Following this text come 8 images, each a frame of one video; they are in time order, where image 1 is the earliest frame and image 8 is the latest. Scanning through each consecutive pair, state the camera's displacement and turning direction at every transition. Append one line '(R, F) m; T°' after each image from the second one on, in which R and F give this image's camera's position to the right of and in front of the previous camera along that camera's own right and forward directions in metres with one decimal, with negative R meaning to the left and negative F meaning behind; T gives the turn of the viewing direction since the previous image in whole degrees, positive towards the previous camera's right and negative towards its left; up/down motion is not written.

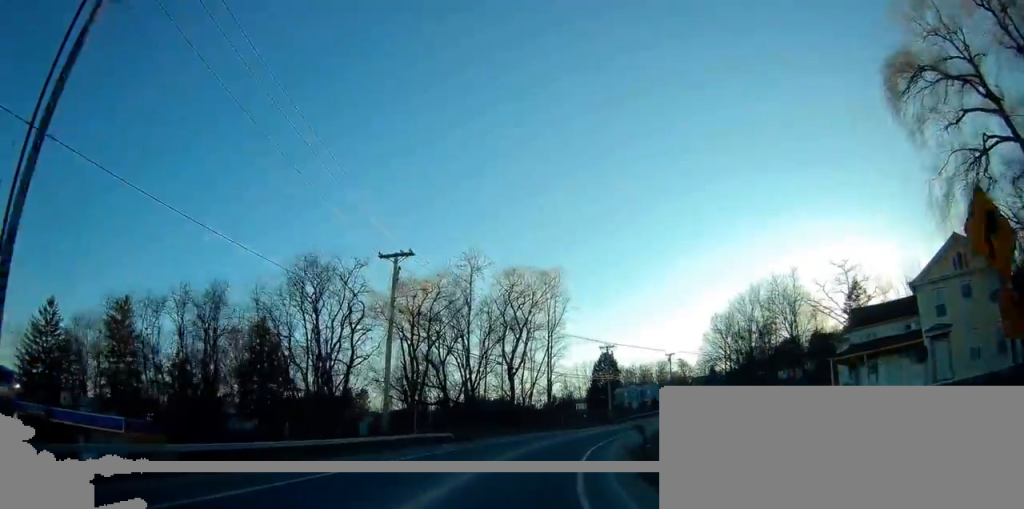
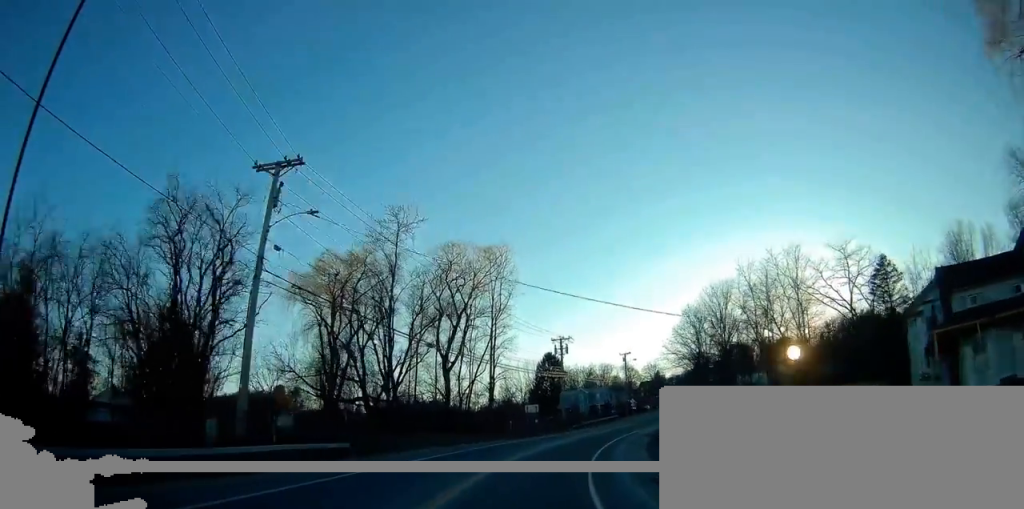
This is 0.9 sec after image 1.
(+0.5, +13.5) m; +6°
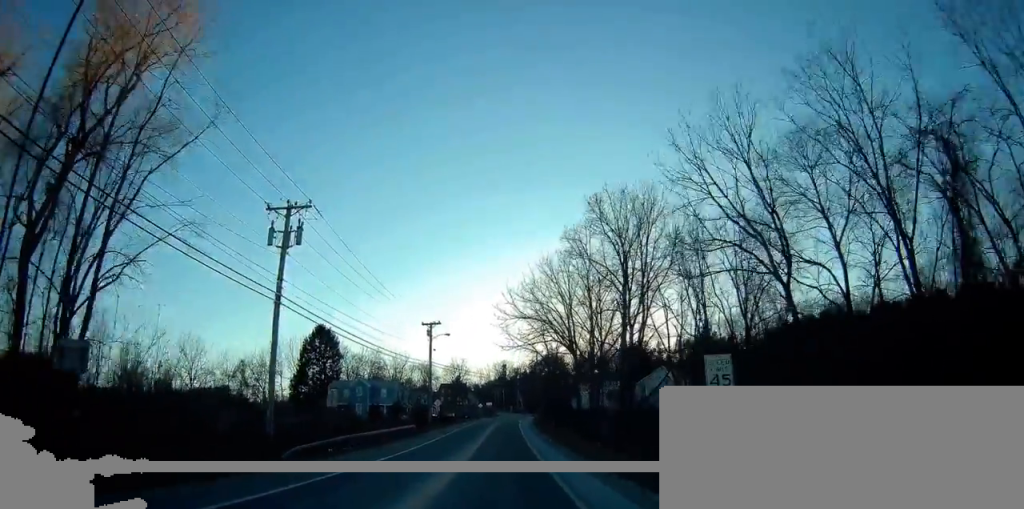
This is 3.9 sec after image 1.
(+7.2, +45.1) m; +18°
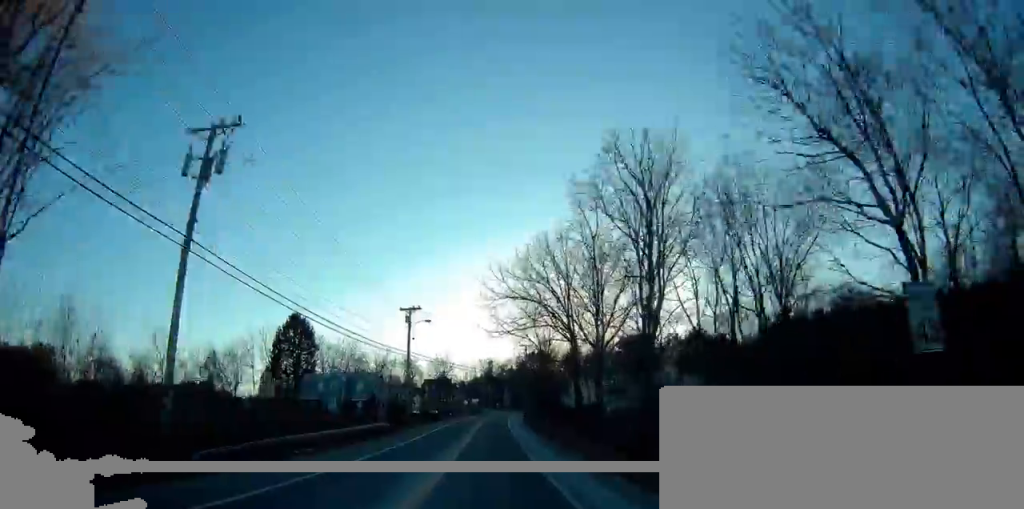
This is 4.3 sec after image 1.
(+0.5, +7.8) m; +3°
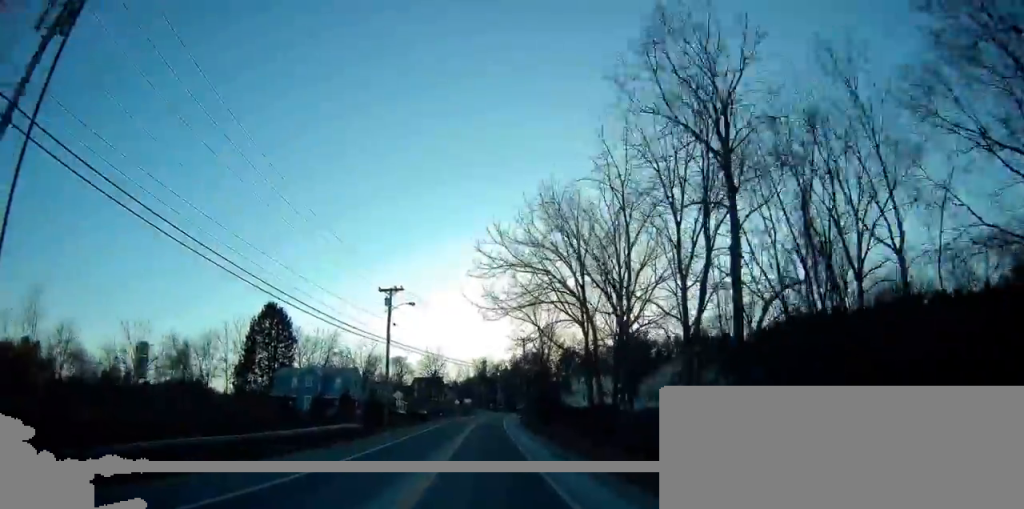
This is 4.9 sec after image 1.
(+0.1, +9.7) m; +1°
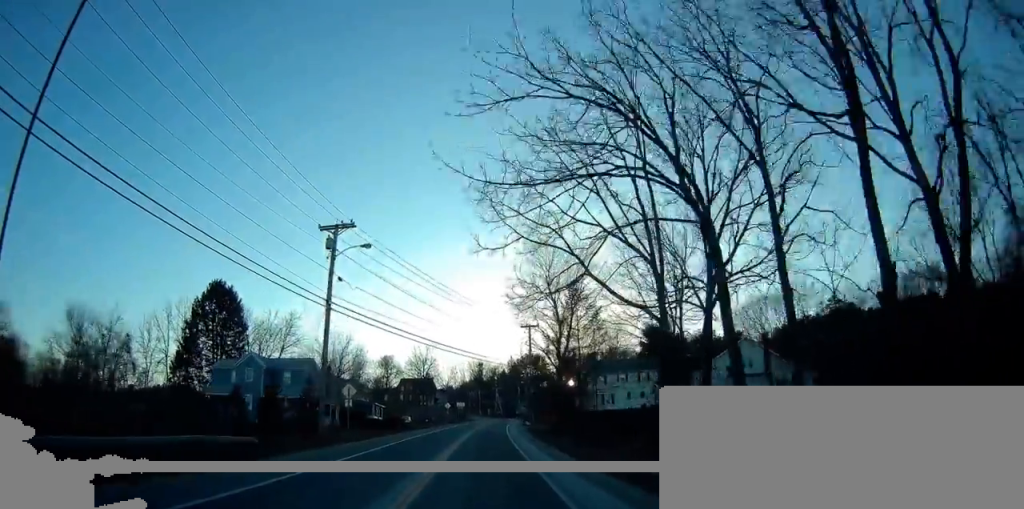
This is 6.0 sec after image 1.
(+0.2, +19.7) m; +2°
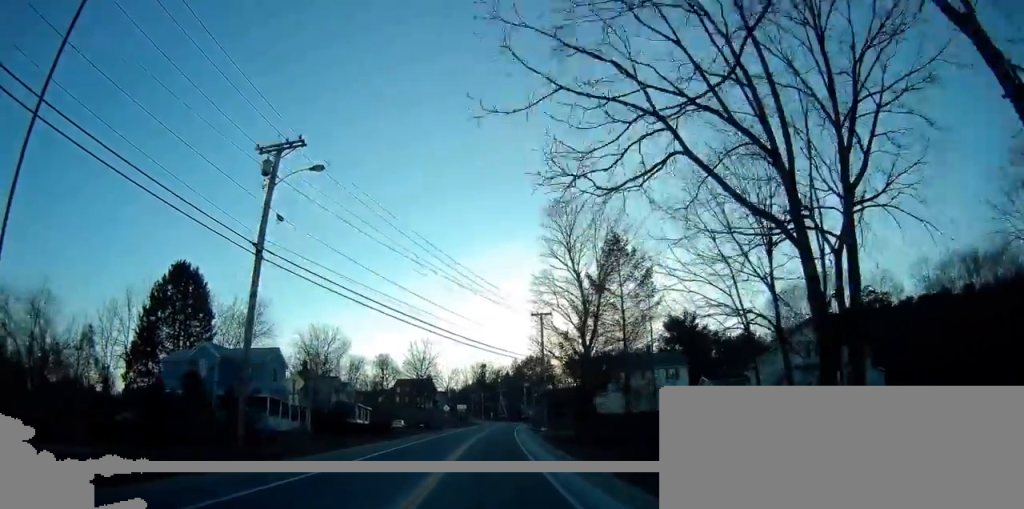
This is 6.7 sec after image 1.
(+0.2, +11.8) m; +1°
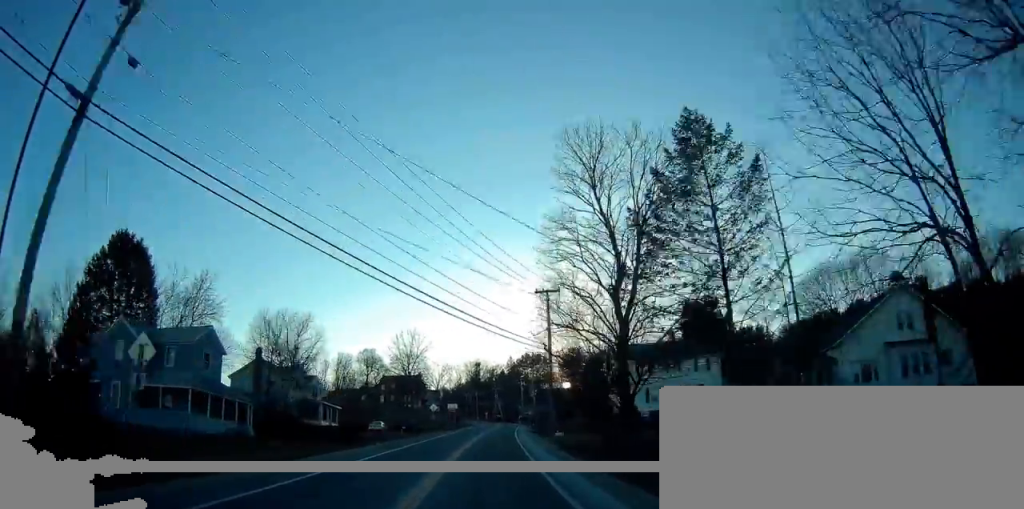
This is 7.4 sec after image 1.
(+0.3, +12.4) m; 0°
